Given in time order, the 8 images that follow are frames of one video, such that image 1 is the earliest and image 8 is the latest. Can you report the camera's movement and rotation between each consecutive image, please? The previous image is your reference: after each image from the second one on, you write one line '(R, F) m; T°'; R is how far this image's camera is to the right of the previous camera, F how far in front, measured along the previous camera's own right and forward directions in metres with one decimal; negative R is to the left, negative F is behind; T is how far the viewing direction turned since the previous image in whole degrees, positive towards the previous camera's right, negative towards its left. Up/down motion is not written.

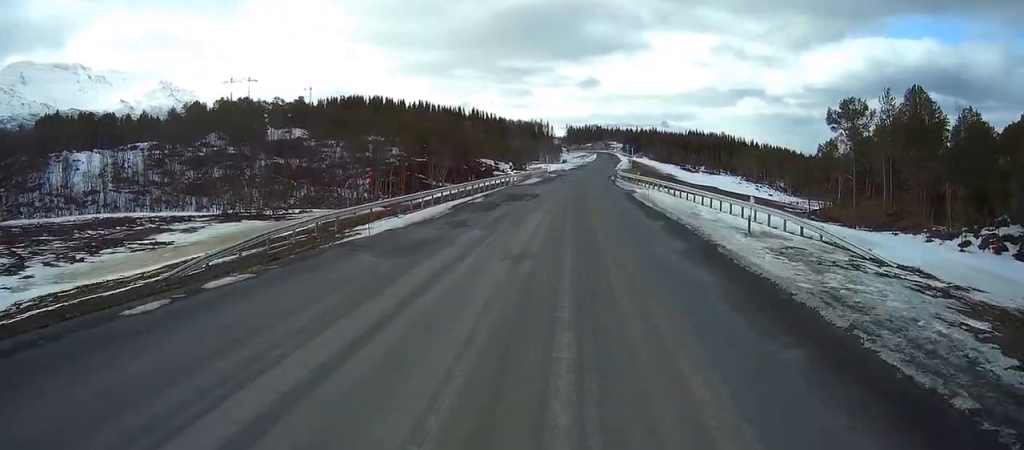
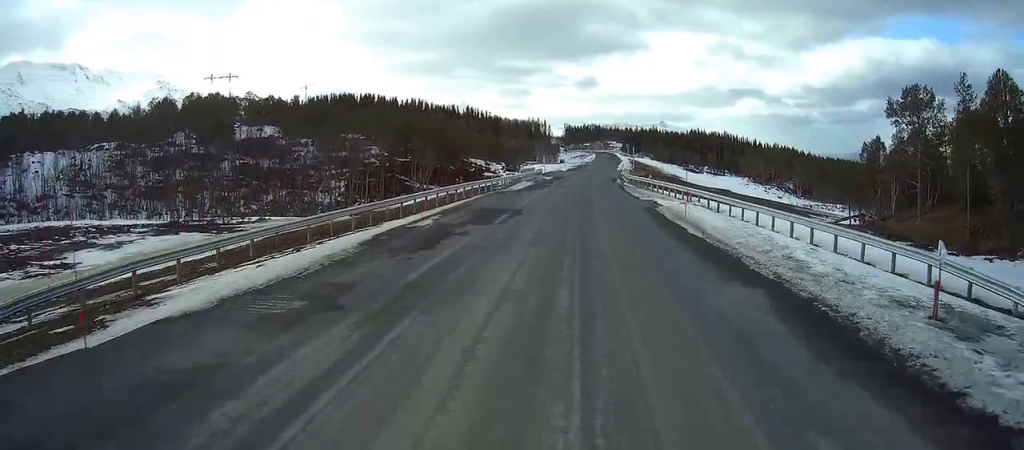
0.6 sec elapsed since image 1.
(-0.1, +13.7) m; 0°
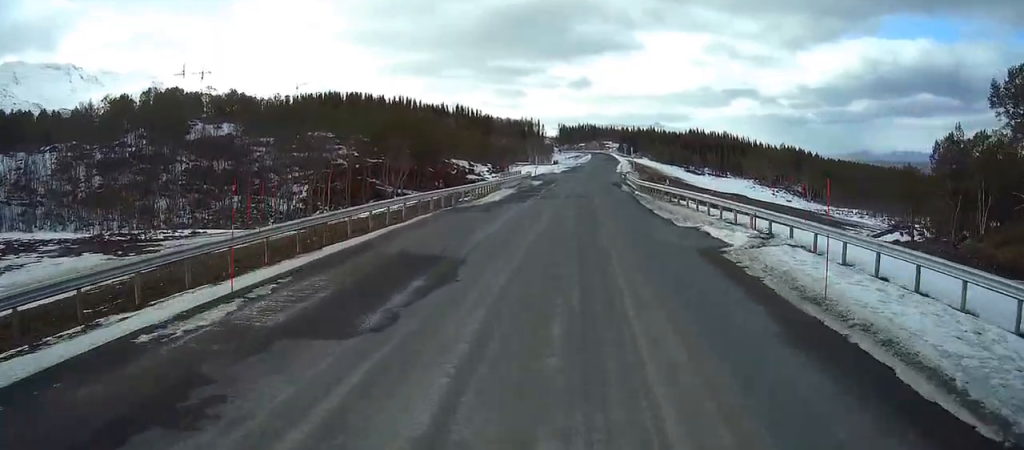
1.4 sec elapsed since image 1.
(0.0, +15.8) m; 0°
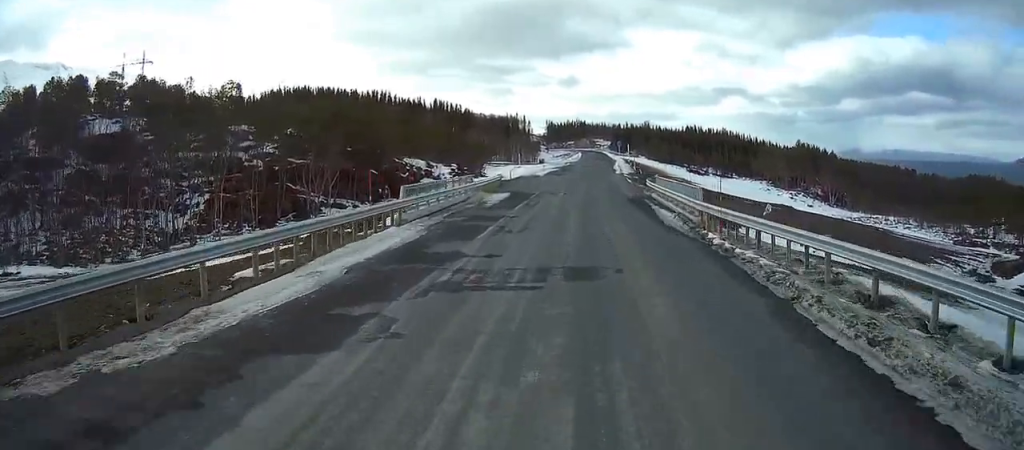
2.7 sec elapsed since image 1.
(+0.2, +29.3) m; +1°
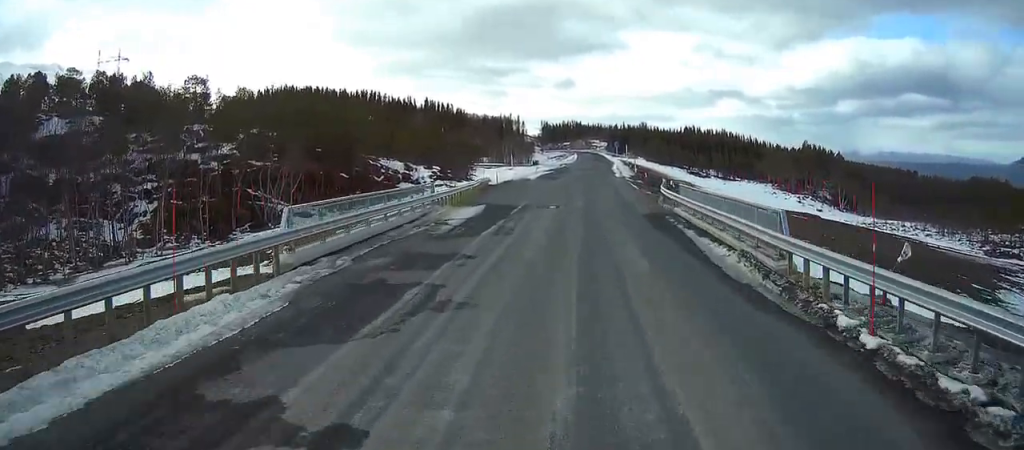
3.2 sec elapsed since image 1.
(0.0, +10.6) m; 0°
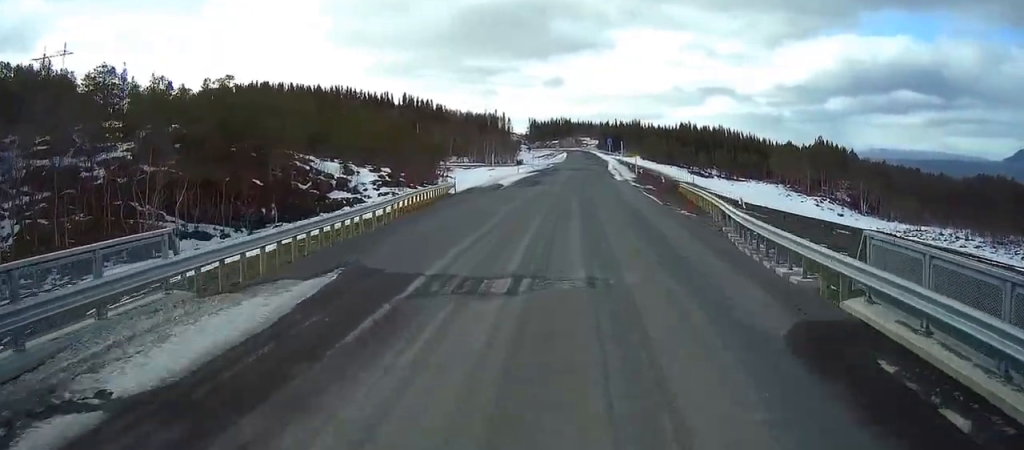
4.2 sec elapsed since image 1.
(+0.1, +21.1) m; +1°
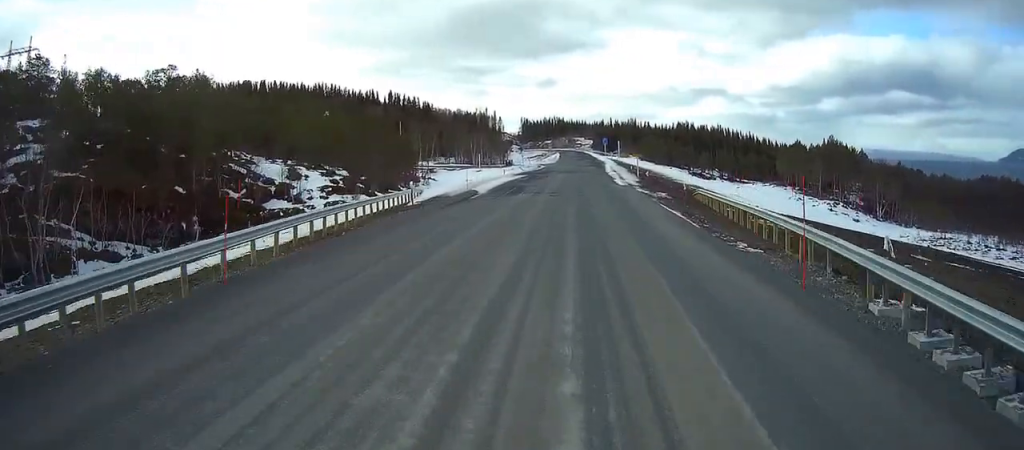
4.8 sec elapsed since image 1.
(0.0, +12.5) m; 0°
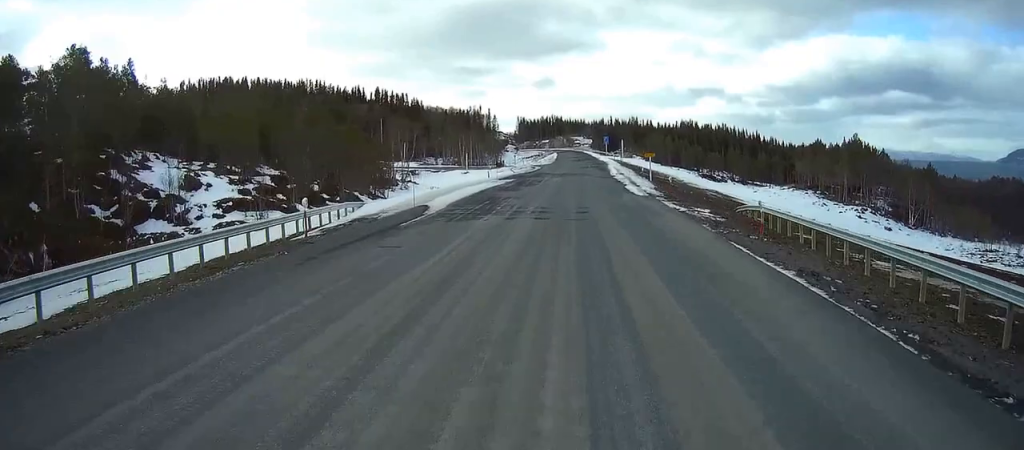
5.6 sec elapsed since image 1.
(+0.1, +16.6) m; +1°
